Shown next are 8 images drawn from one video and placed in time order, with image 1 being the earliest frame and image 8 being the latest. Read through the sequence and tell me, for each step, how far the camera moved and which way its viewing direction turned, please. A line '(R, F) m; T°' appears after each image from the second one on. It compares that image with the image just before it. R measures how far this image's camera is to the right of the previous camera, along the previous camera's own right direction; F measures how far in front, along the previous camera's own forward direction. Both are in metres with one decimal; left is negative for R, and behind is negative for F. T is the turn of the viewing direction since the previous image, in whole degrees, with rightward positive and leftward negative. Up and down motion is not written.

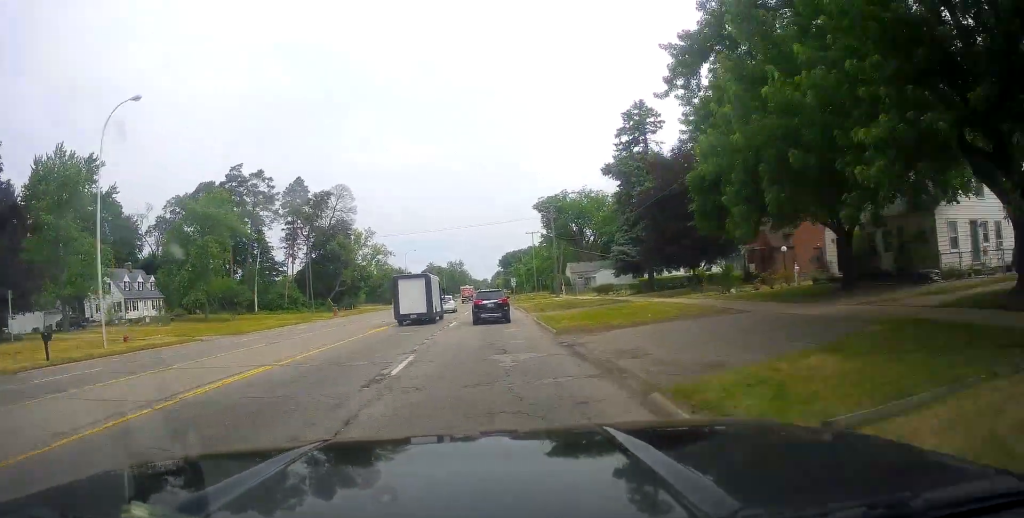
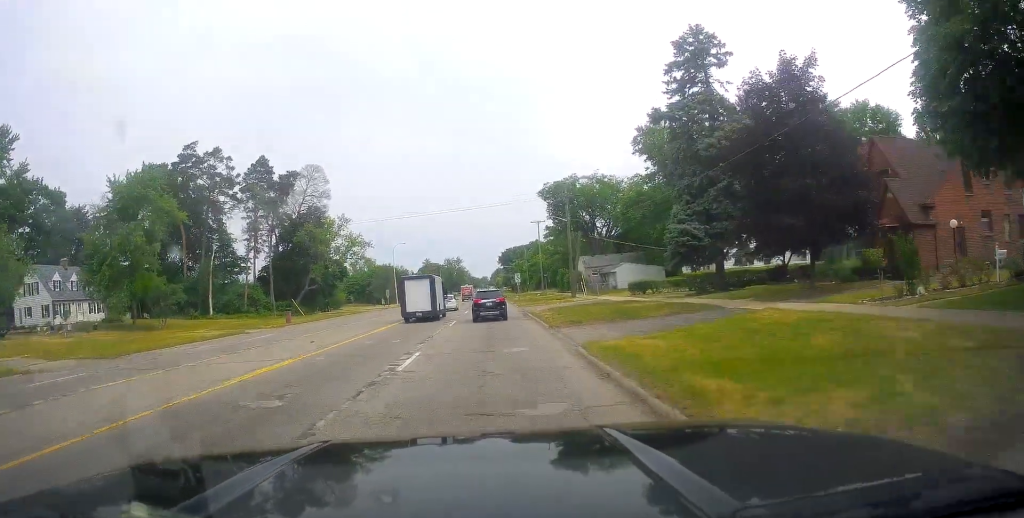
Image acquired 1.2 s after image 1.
(-0.3, +15.5) m; -3°
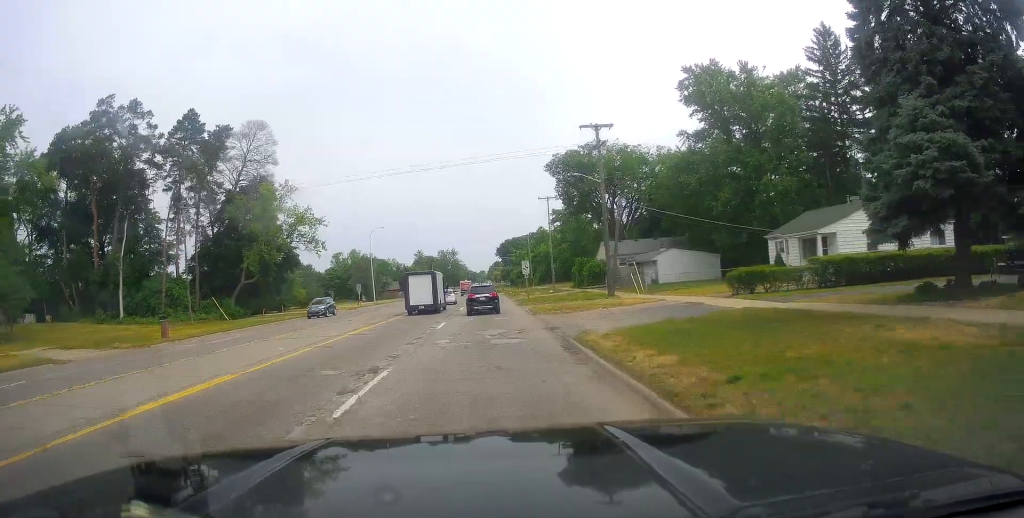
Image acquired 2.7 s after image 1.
(0.0, +20.5) m; +2°
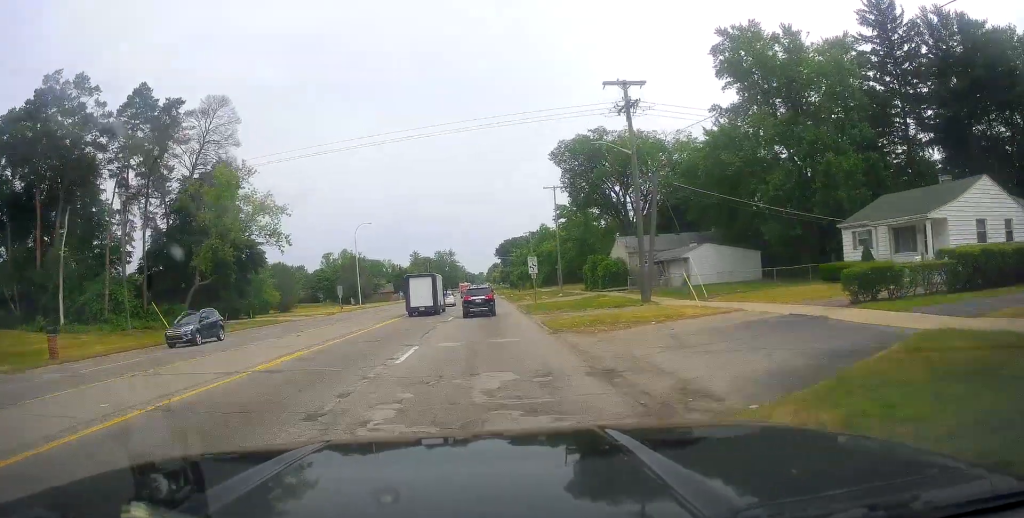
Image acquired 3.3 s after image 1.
(+0.2, +9.7) m; 0°
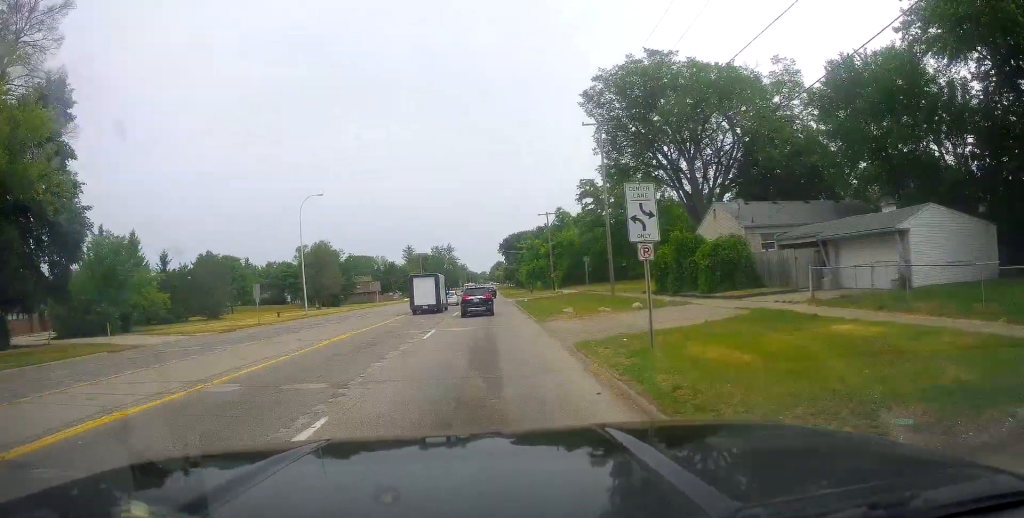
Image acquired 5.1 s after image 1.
(-1.1, +27.0) m; -2°
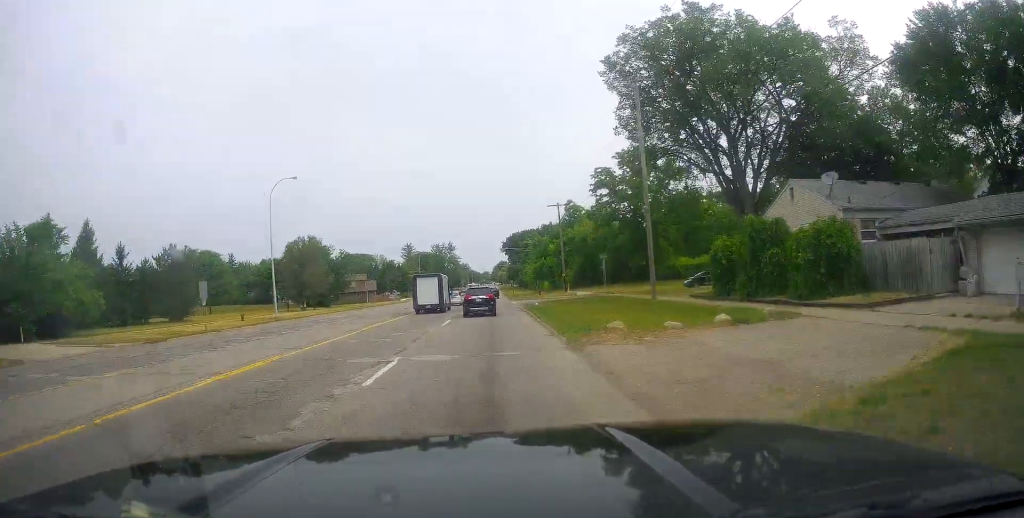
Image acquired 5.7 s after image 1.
(+0.4, +9.5) m; +2°
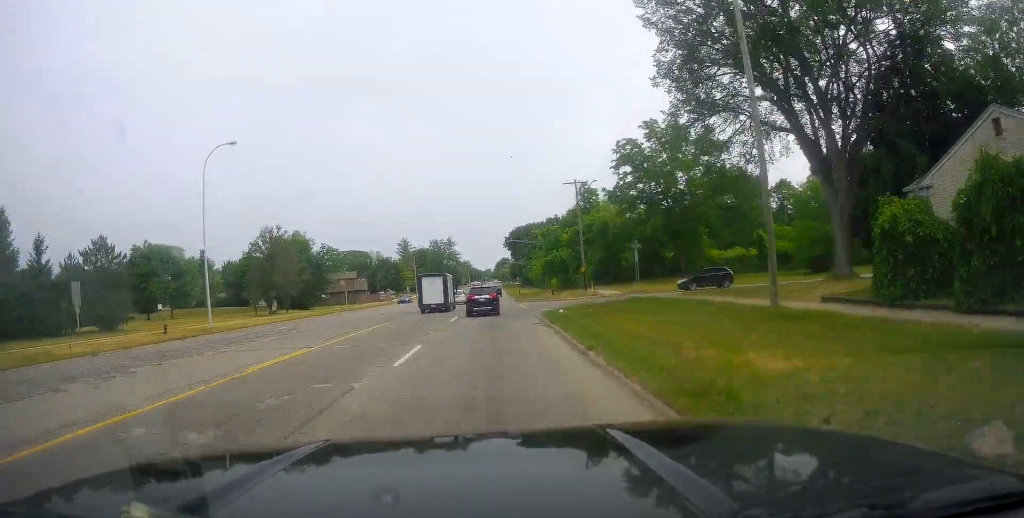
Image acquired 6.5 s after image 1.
(+0.2, +13.5) m; 0°
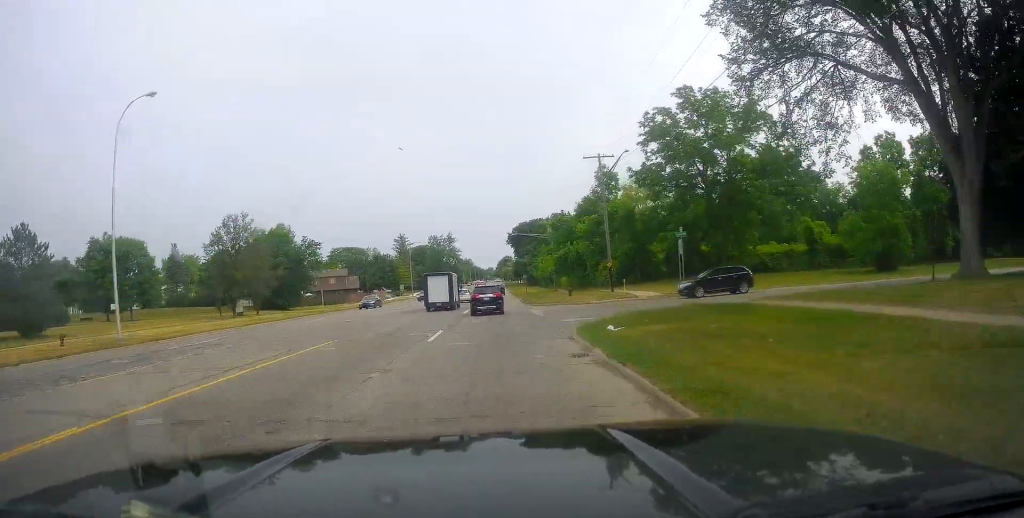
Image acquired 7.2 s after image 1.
(0.0, +11.4) m; -1°
